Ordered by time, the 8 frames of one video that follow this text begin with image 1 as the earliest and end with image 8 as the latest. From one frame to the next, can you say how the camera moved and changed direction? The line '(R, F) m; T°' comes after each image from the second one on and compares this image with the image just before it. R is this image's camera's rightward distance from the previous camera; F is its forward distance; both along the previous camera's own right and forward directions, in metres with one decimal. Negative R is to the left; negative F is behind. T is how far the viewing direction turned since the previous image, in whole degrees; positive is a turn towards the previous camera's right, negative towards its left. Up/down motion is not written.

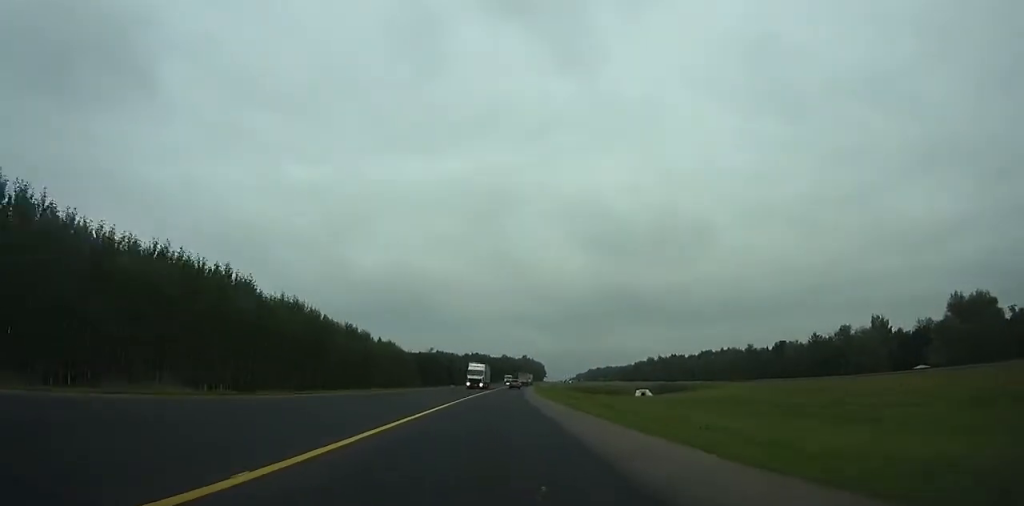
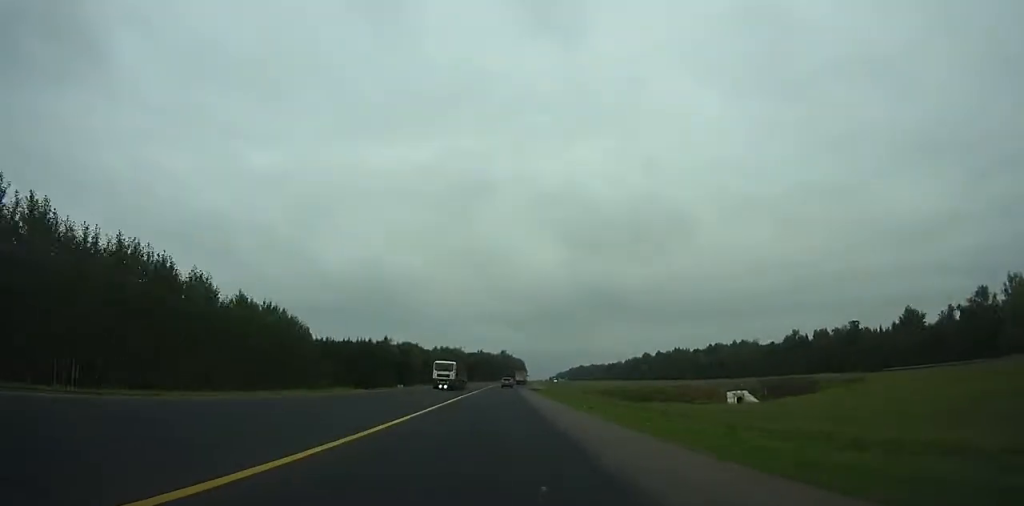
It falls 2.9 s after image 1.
(+2.0, +68.3) m; +3°
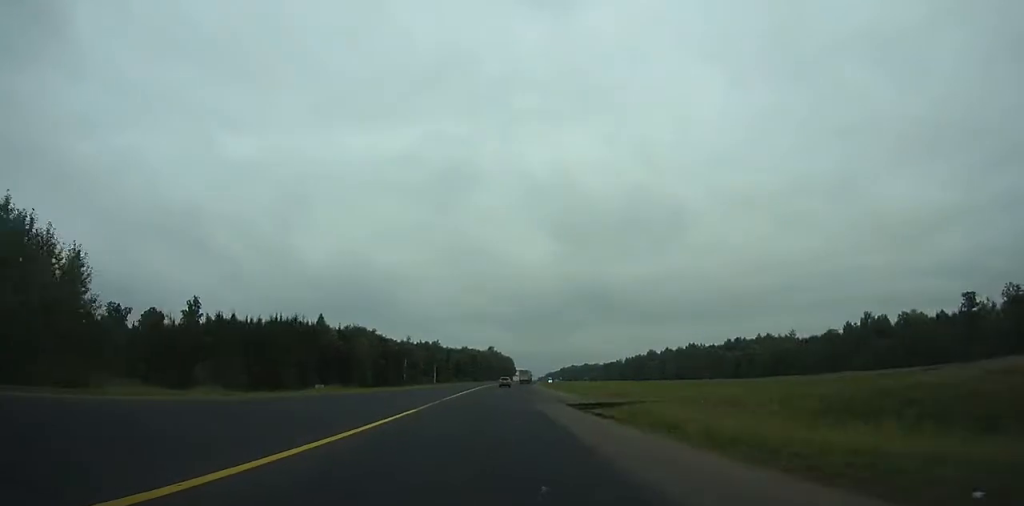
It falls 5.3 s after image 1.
(+1.1, +55.6) m; +2°
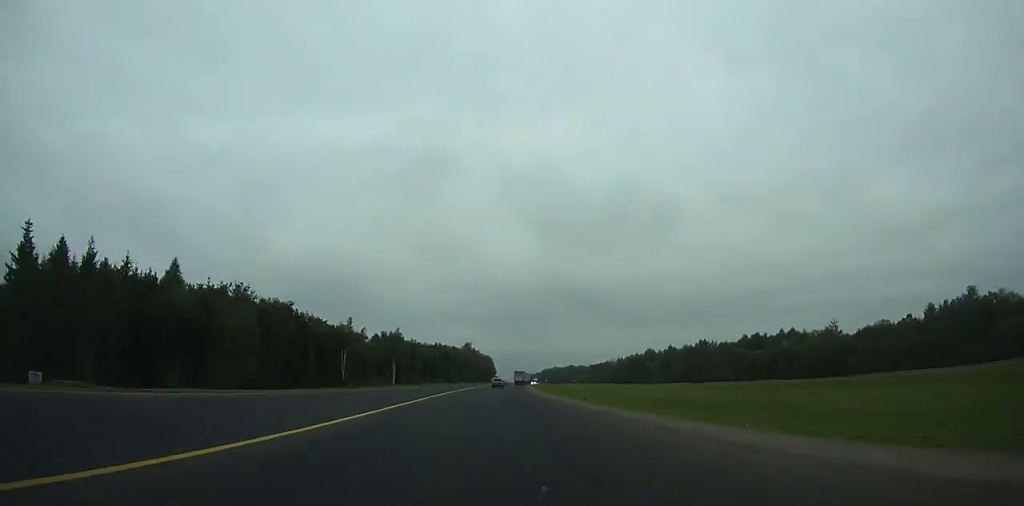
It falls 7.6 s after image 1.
(+0.4, +52.7) m; +2°
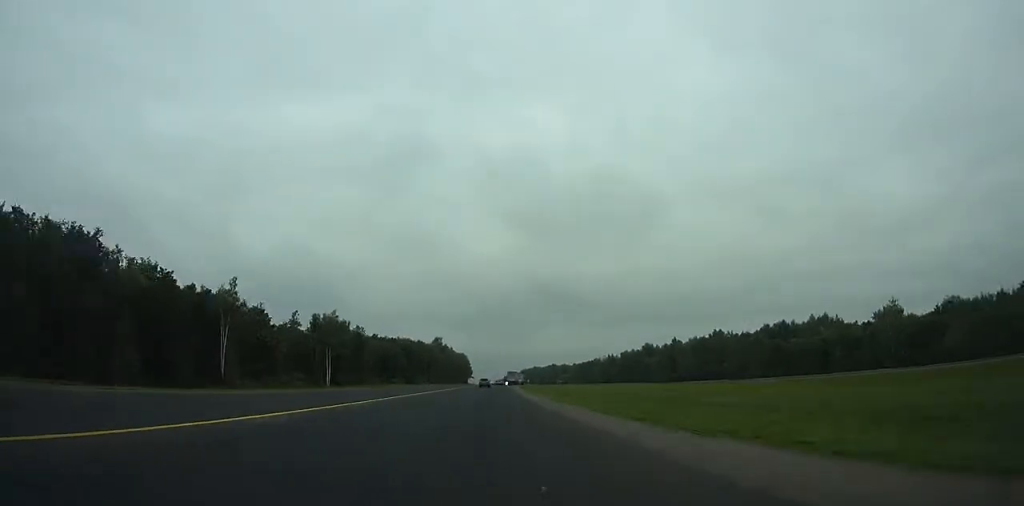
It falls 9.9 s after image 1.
(+0.9, +51.8) m; +1°
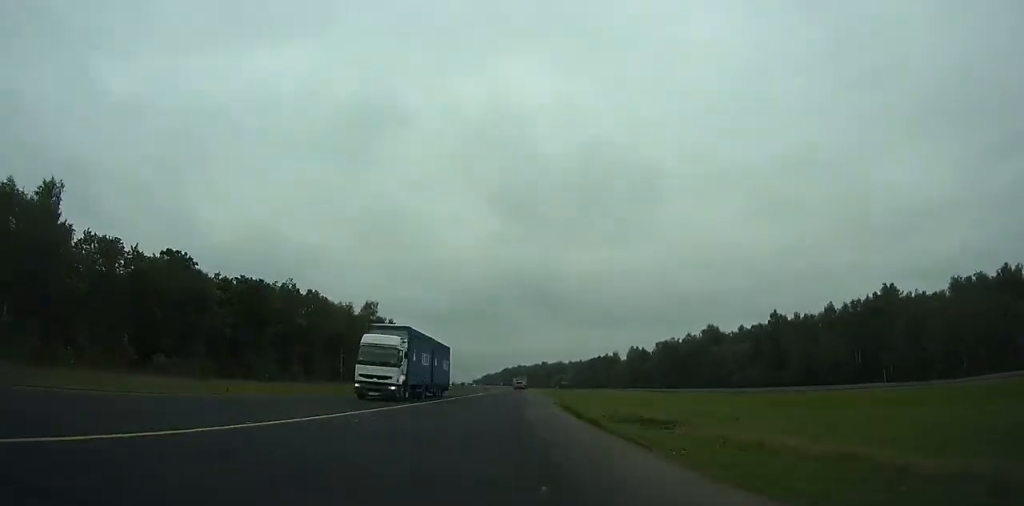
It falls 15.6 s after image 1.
(+3.6, +127.7) m; +3°
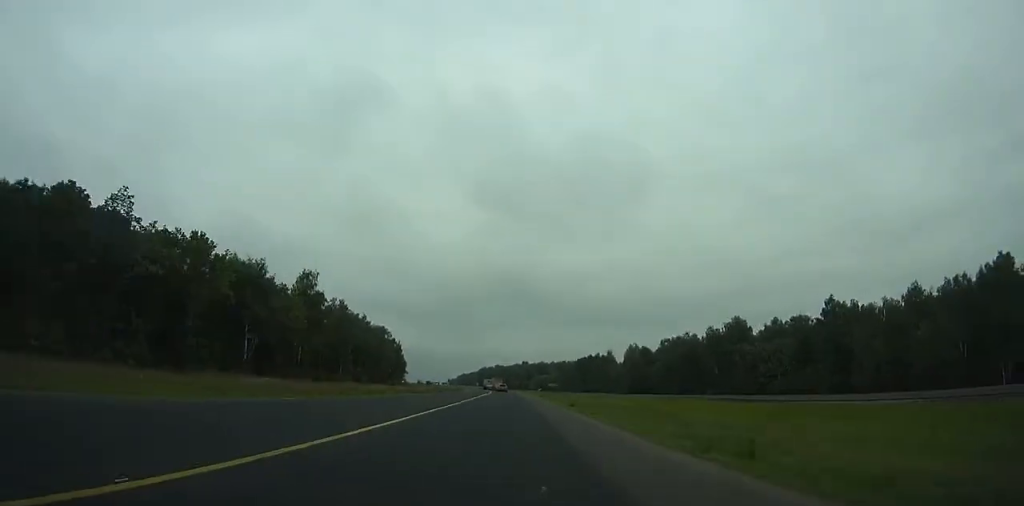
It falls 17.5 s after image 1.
(+0.4, +43.0) m; +1°
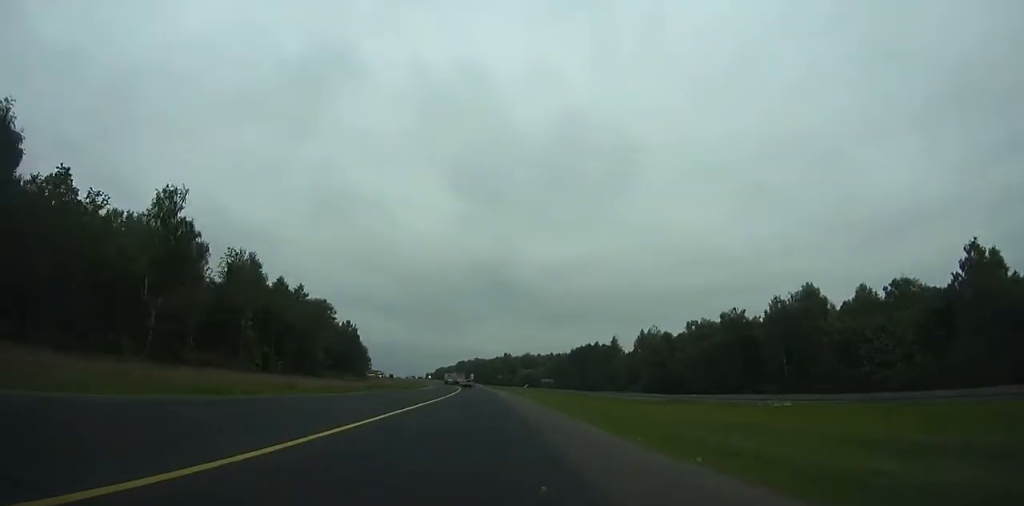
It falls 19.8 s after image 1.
(+0.3, +52.8) m; +2°
